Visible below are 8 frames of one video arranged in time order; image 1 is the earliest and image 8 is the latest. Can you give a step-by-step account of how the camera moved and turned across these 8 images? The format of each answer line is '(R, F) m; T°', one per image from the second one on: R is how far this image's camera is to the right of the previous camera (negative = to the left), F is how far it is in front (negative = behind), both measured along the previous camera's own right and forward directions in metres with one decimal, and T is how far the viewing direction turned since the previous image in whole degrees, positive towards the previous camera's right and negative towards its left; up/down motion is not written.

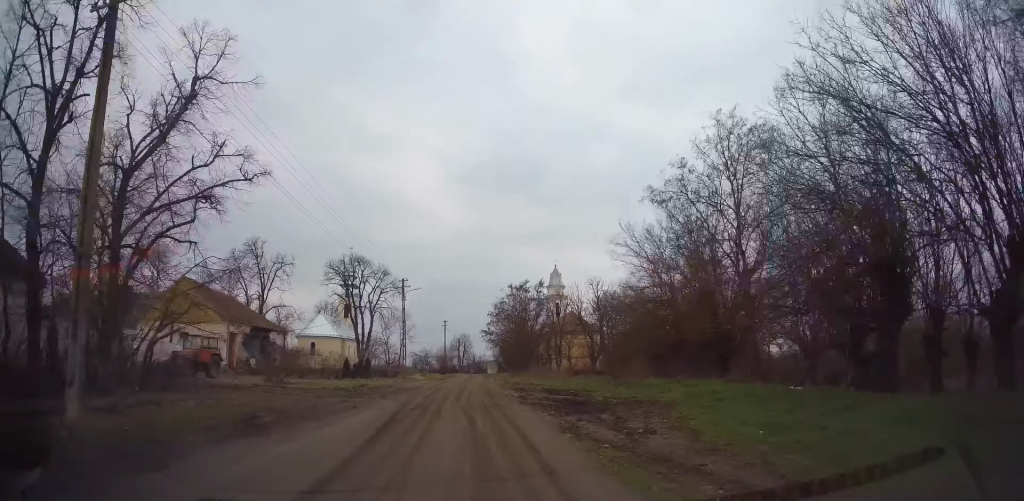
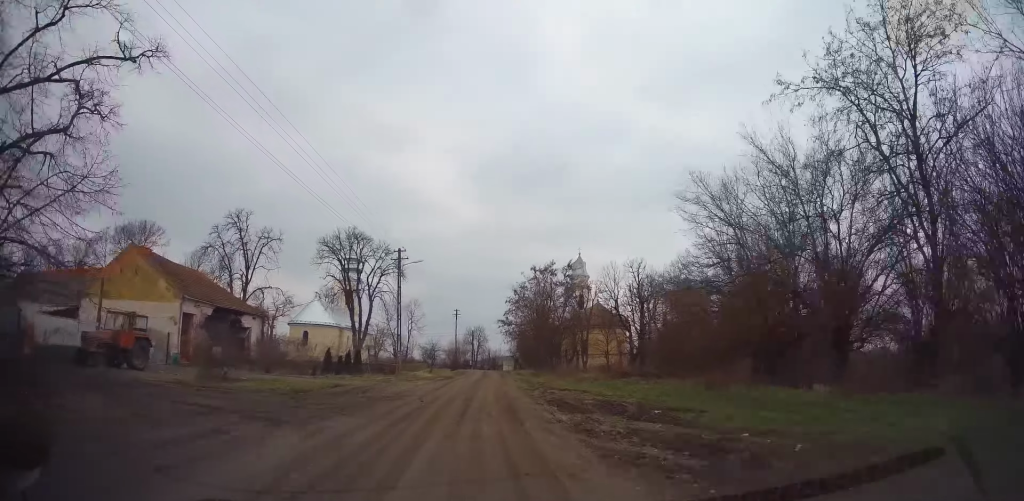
(-0.1, +9.5) m; -5°
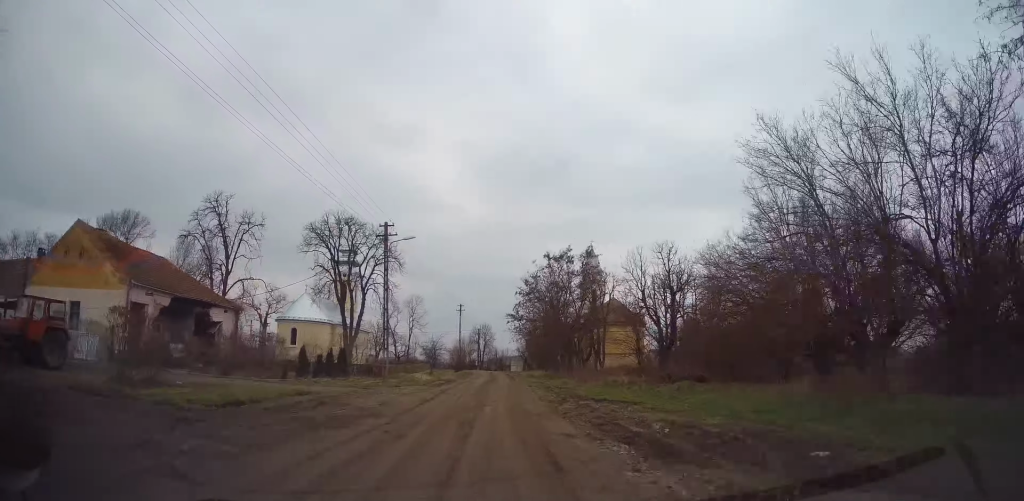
(-0.5, +6.4) m; 0°
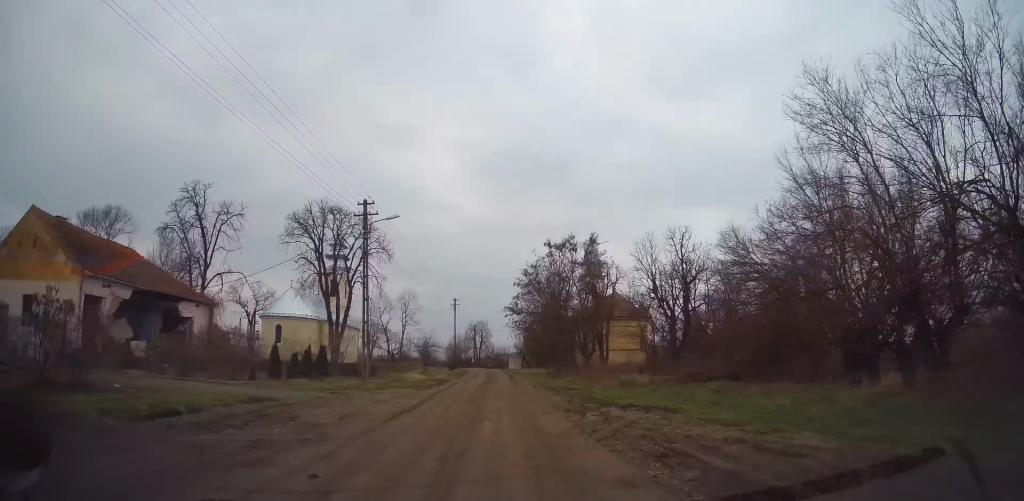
(+0.3, +3.7) m; 0°
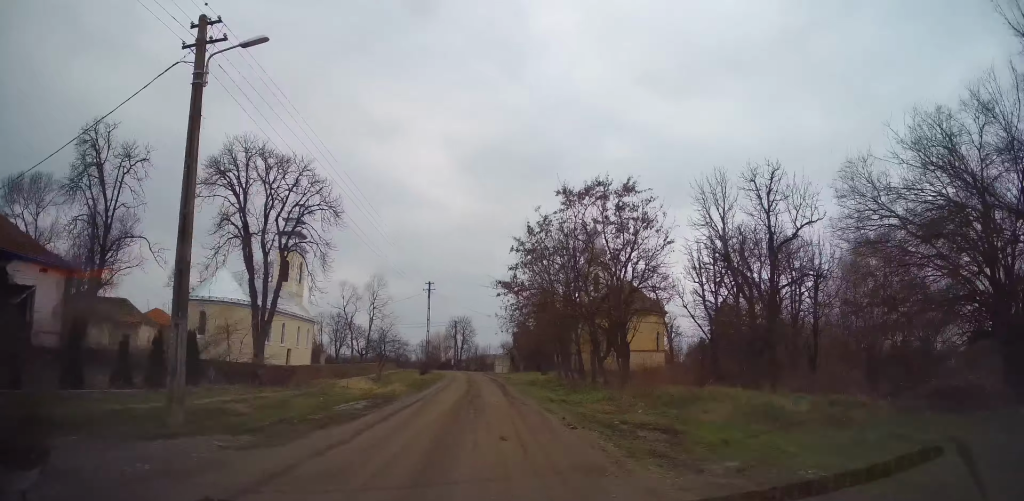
(0.0, +13.7) m; 0°
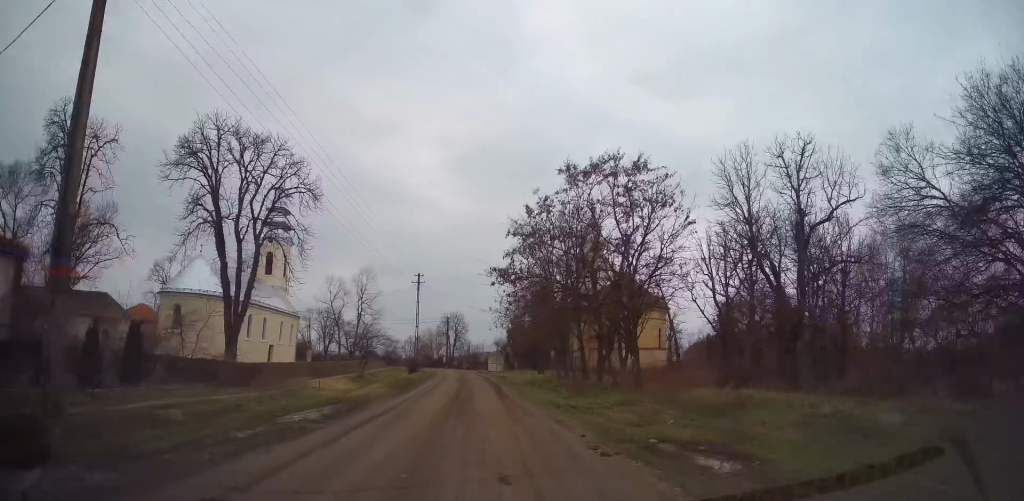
(+0.2, +3.2) m; 0°
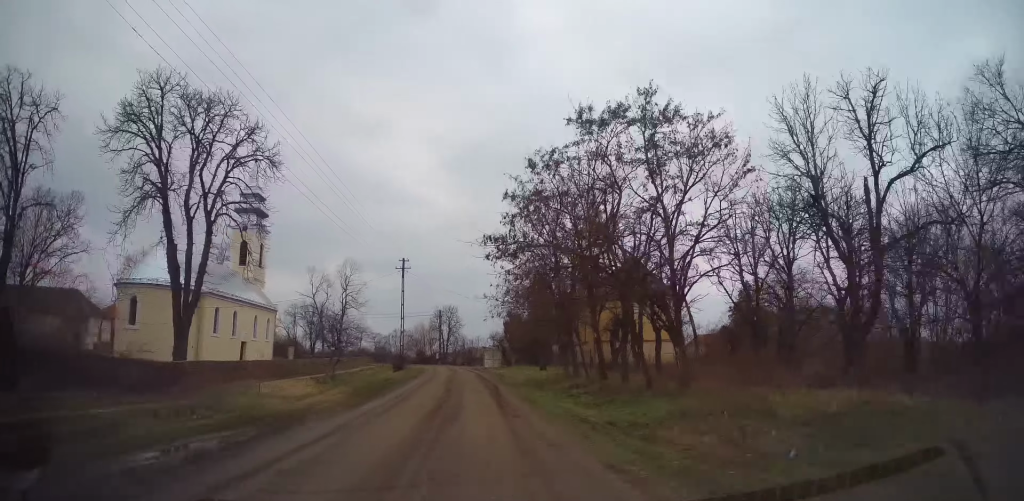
(-0.4, +5.4) m; 0°
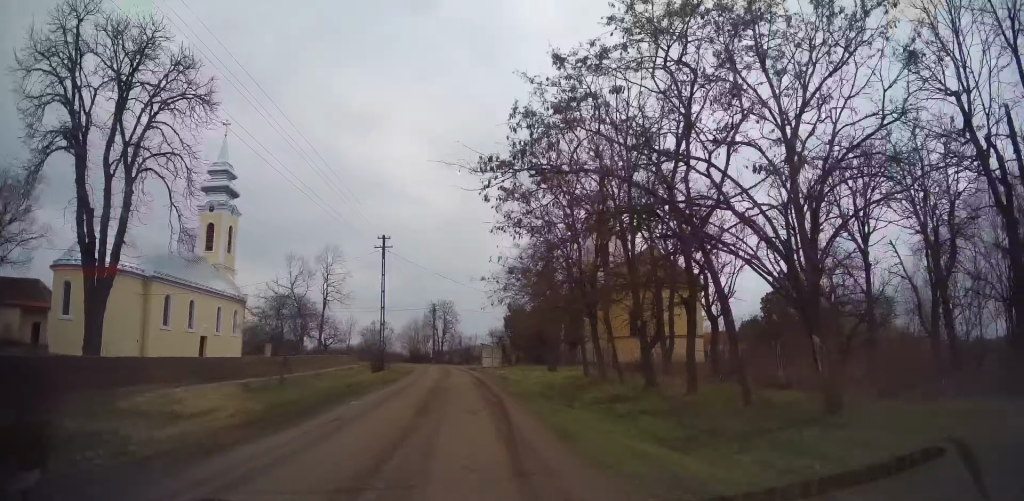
(+0.4, +7.1) m; +4°
